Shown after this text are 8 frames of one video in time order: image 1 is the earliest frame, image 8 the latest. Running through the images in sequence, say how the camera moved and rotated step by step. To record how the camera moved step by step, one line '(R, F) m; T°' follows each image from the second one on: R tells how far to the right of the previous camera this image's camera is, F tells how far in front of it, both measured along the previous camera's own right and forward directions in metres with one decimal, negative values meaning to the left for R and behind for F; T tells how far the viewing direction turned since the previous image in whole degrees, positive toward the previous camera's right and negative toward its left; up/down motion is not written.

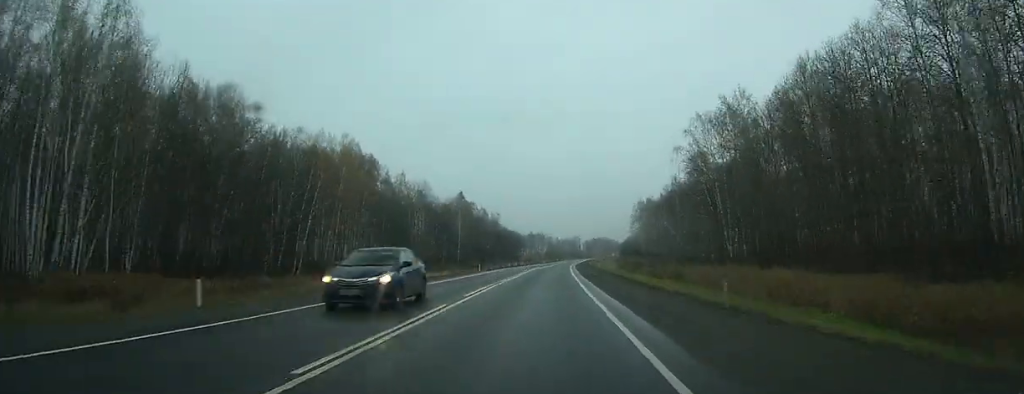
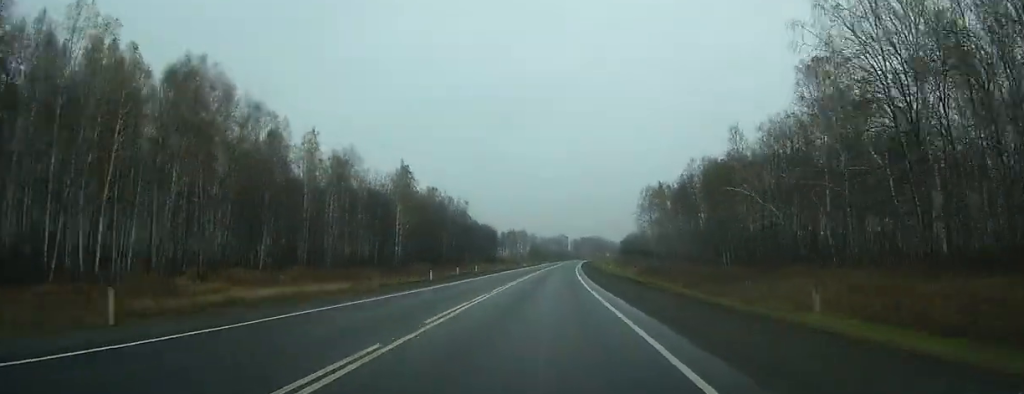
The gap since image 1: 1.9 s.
(+0.6, +56.9) m; +1°
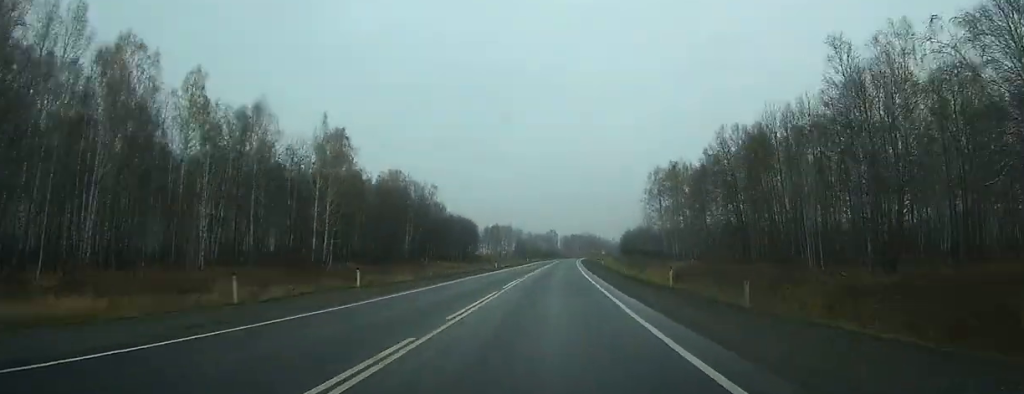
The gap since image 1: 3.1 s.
(+0.4, +37.1) m; +1°
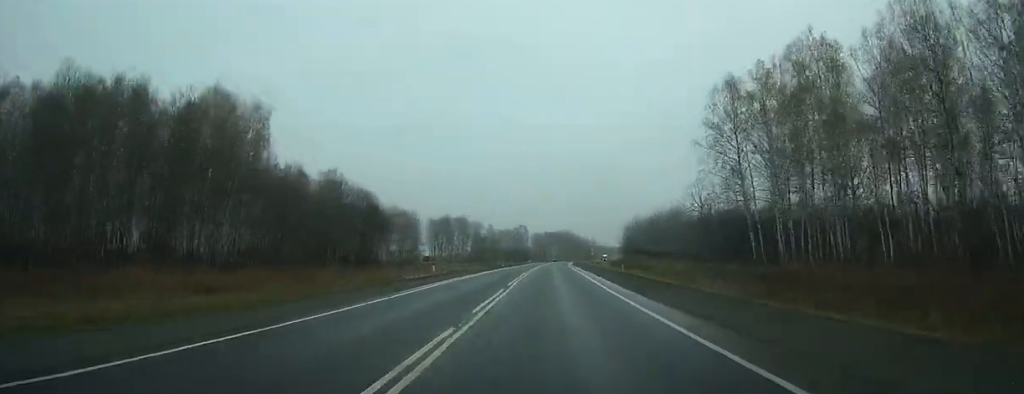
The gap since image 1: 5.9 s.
(+2.0, +85.9) m; +3°
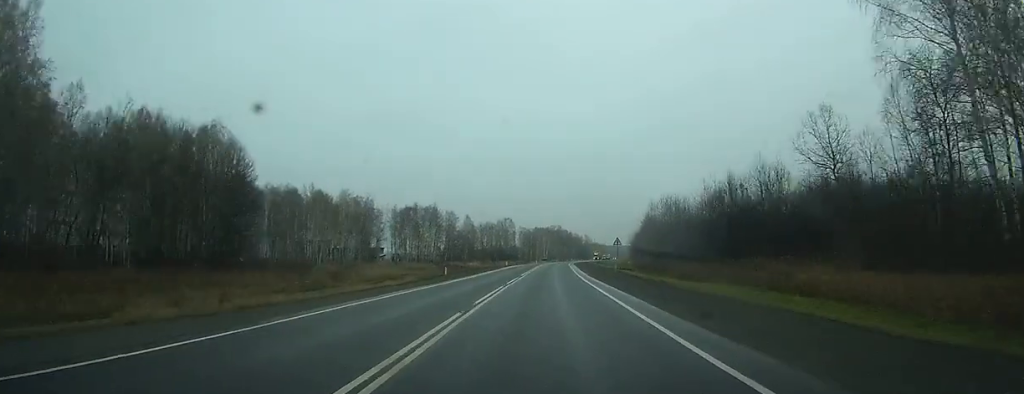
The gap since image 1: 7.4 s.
(+0.7, +45.9) m; +1°
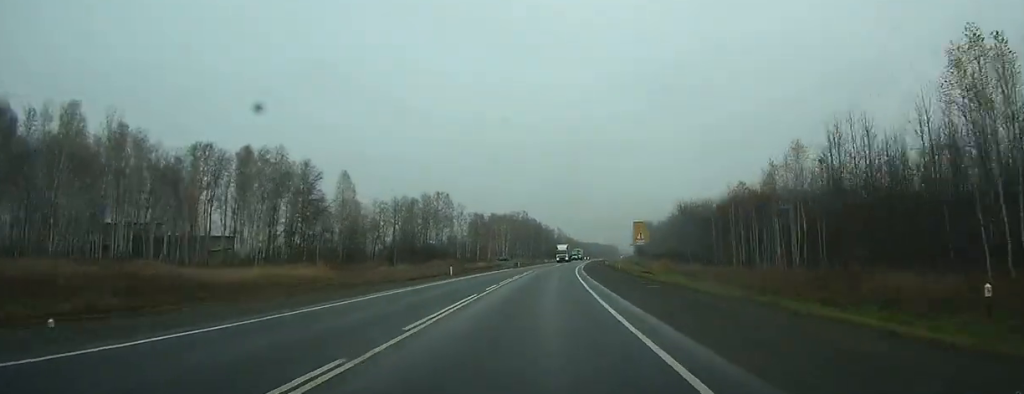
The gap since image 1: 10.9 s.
(+2.8, +103.2) m; +3°
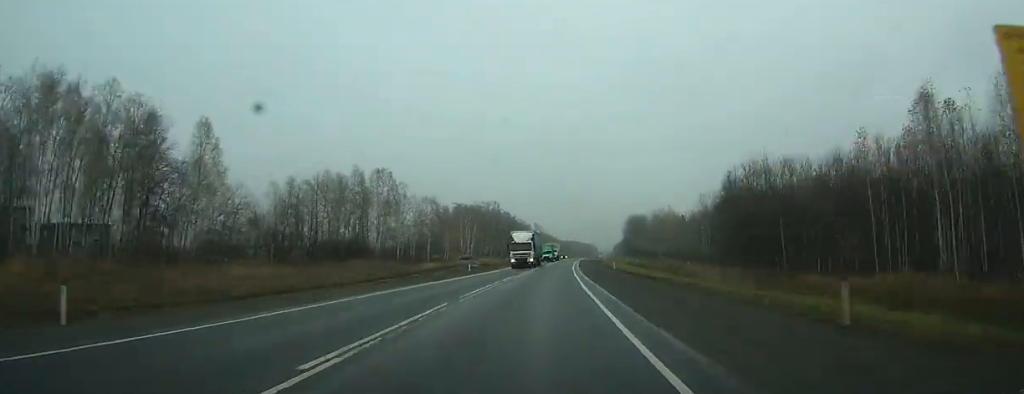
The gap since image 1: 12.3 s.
(+0.4, +40.2) m; +2°
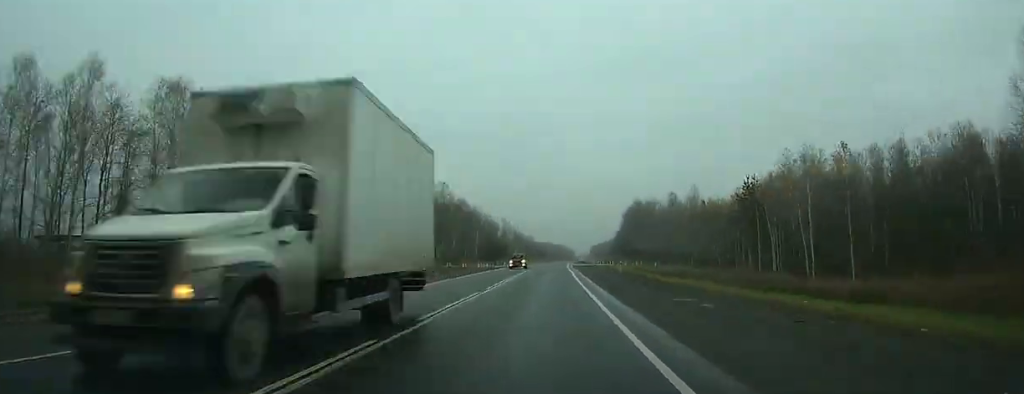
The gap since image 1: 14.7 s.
(+1.9, +66.5) m; +3°
